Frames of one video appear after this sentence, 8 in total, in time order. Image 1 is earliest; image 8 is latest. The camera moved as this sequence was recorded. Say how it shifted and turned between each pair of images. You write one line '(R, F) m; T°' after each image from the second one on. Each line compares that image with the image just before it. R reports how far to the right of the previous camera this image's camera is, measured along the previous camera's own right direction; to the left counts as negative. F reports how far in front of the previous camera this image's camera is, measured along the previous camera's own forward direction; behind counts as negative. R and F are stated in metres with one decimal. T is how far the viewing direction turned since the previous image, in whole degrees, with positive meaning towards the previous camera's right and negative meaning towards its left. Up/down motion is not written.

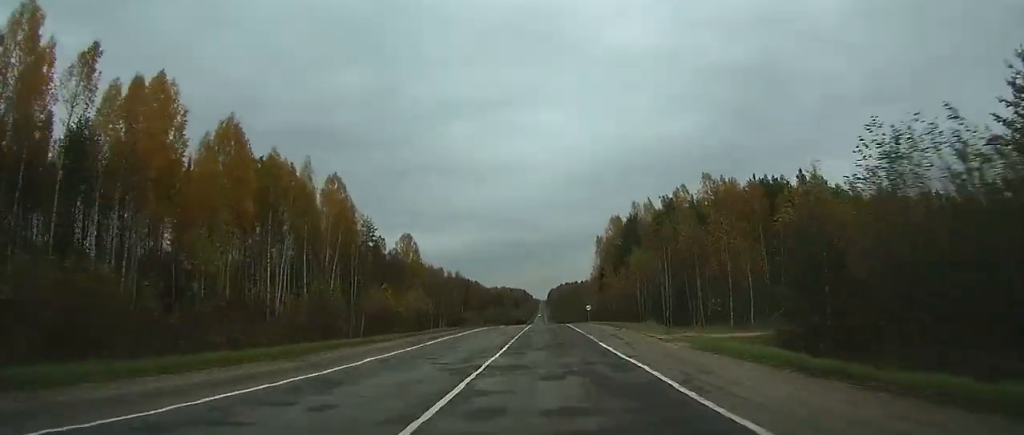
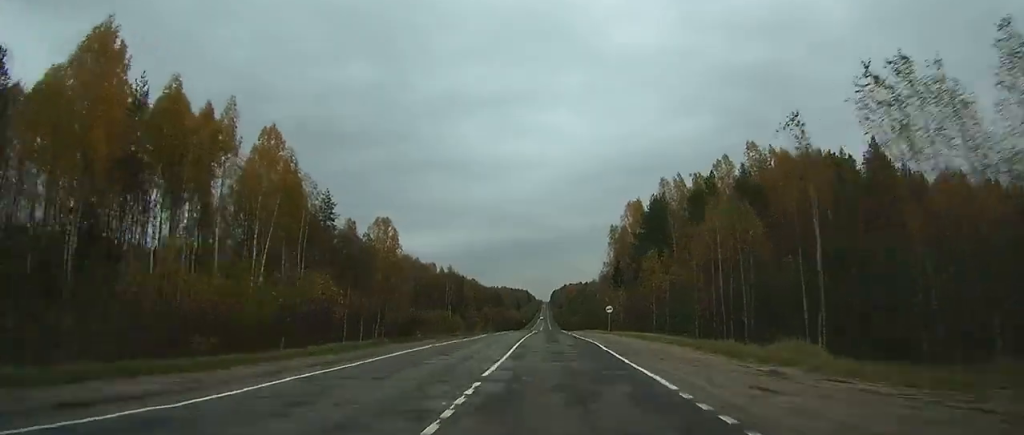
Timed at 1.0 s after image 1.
(0.0, +24.9) m; 0°
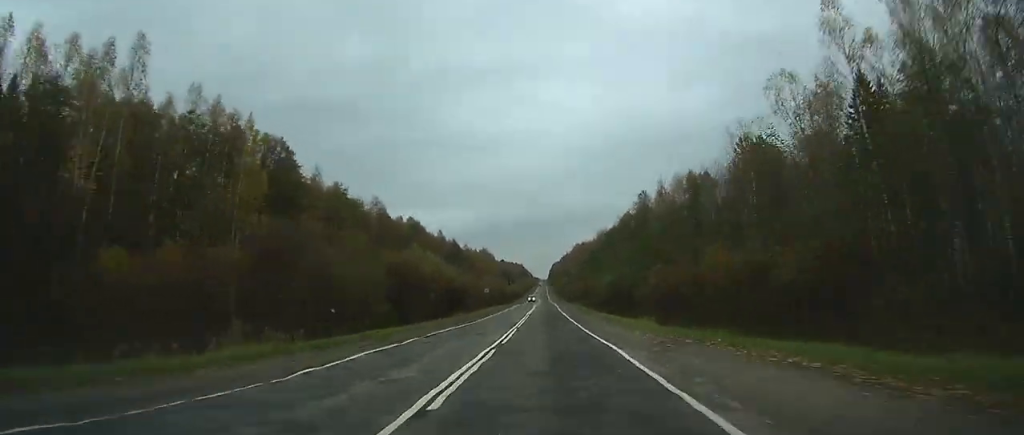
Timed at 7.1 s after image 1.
(-0.4, +142.5) m; 0°
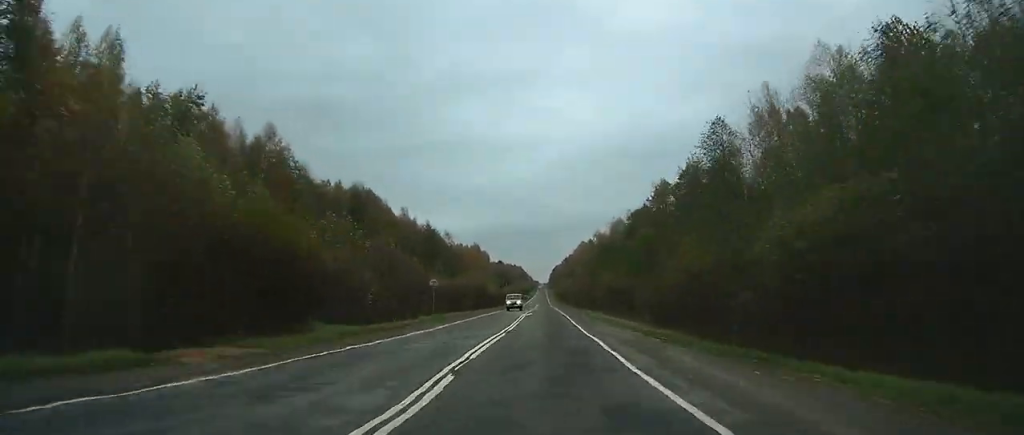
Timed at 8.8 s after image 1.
(0.0, +43.0) m; 0°
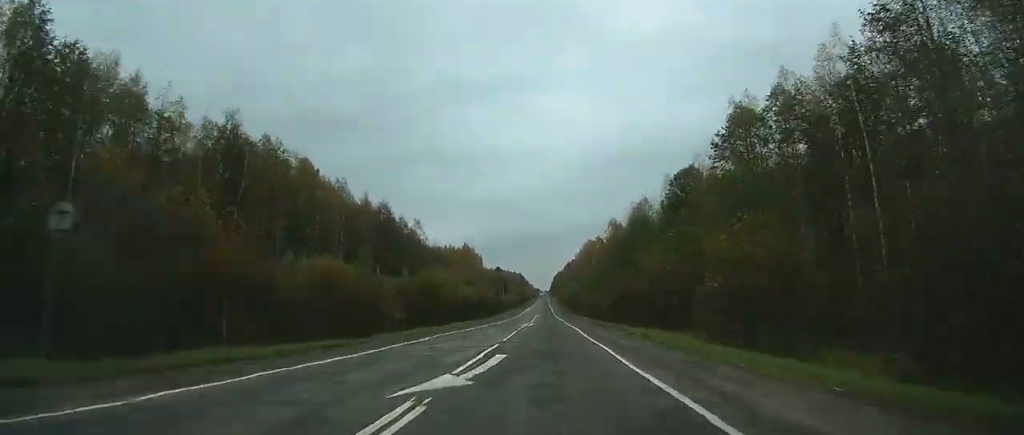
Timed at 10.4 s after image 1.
(+0.1, +39.8) m; 0°
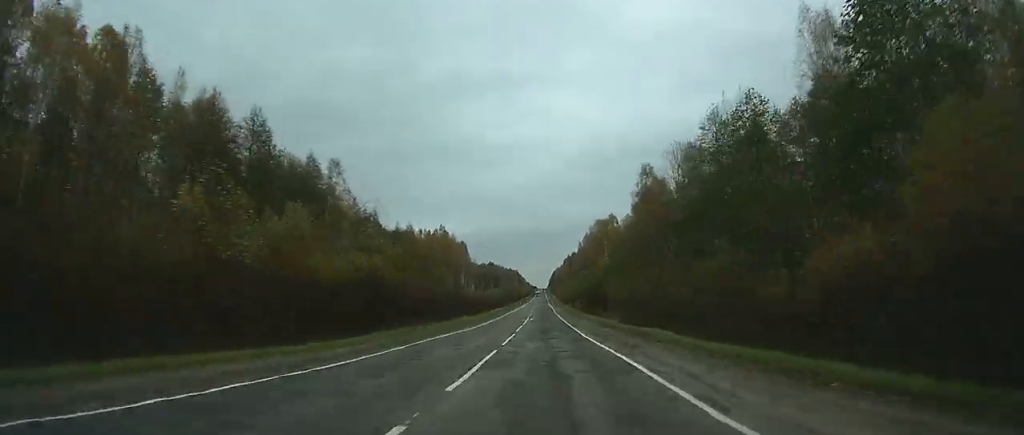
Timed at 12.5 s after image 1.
(0.0, +50.1) m; 0°
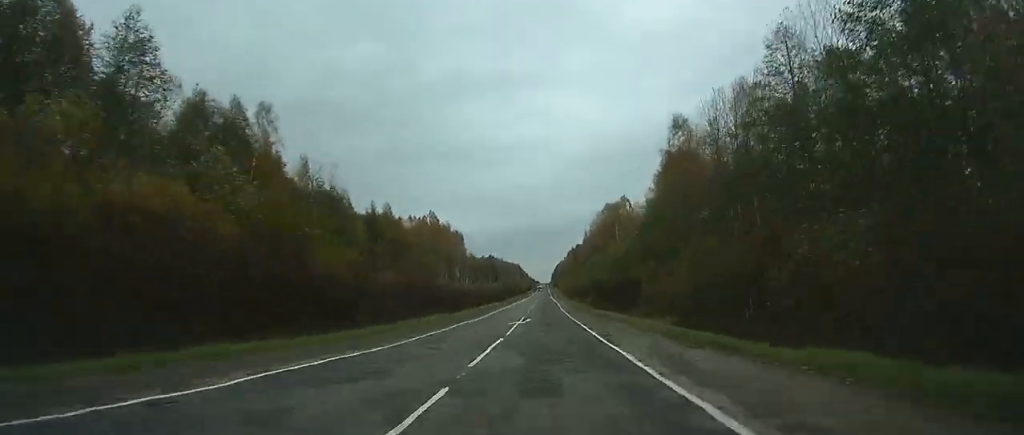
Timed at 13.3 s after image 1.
(0.0, +20.6) m; 0°
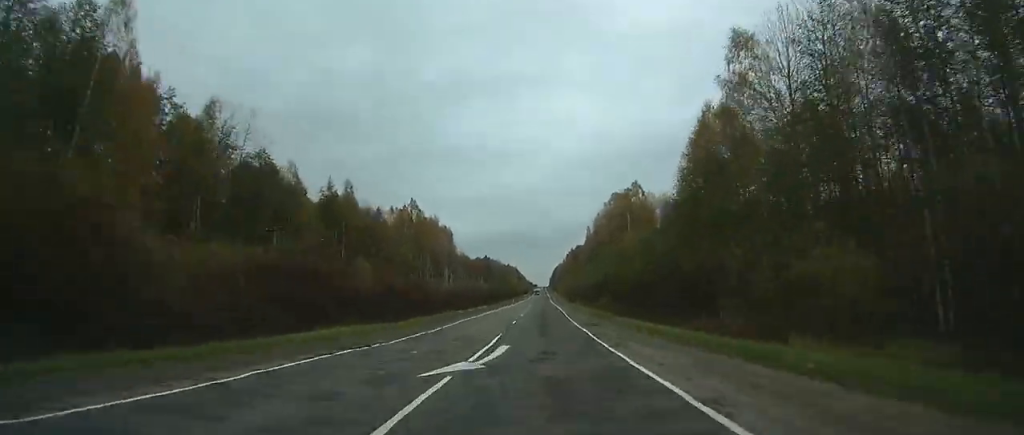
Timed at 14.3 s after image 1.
(0.0, +21.6) m; 0°
